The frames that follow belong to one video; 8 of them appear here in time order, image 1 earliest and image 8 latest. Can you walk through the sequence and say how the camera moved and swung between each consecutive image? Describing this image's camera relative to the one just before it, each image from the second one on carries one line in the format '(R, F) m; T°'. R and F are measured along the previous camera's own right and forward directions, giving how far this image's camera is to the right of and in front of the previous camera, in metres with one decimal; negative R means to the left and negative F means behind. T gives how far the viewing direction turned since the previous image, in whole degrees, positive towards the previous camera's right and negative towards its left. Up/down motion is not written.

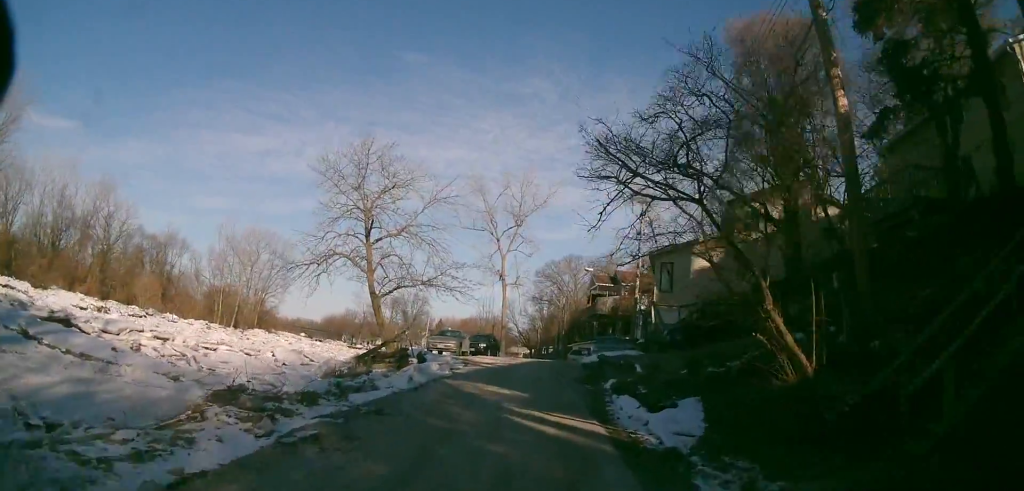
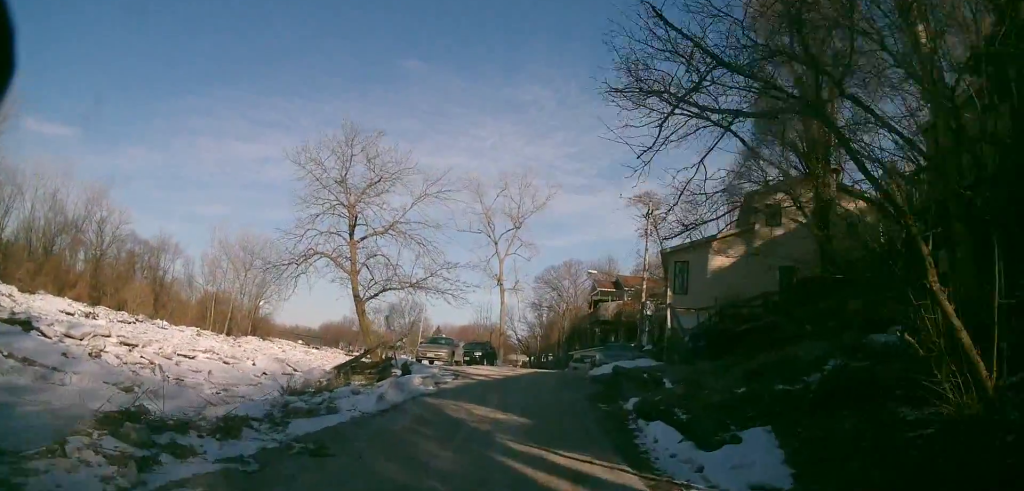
(0.0, +3.3) m; 0°
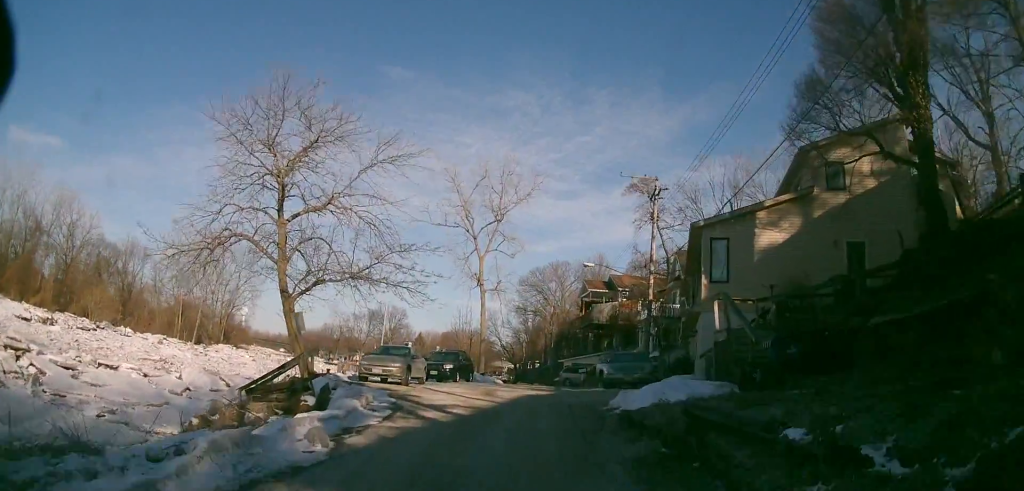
(0.0, +8.3) m; 0°
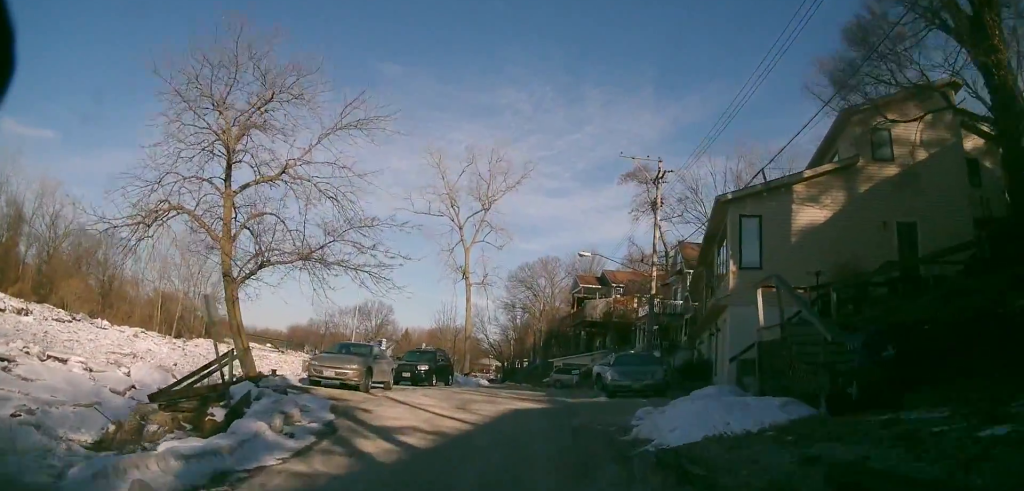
(0.0, +4.3) m; 0°
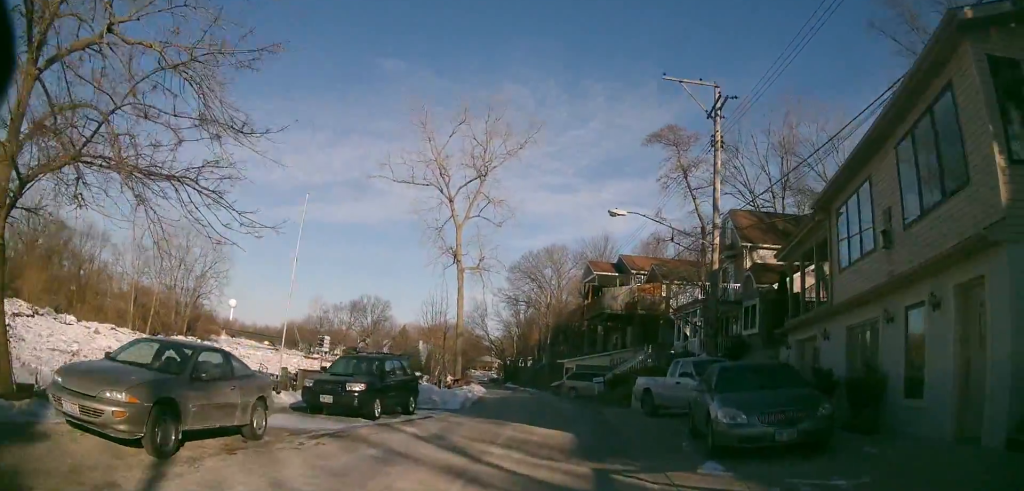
(0.0, +11.5) m; +2°
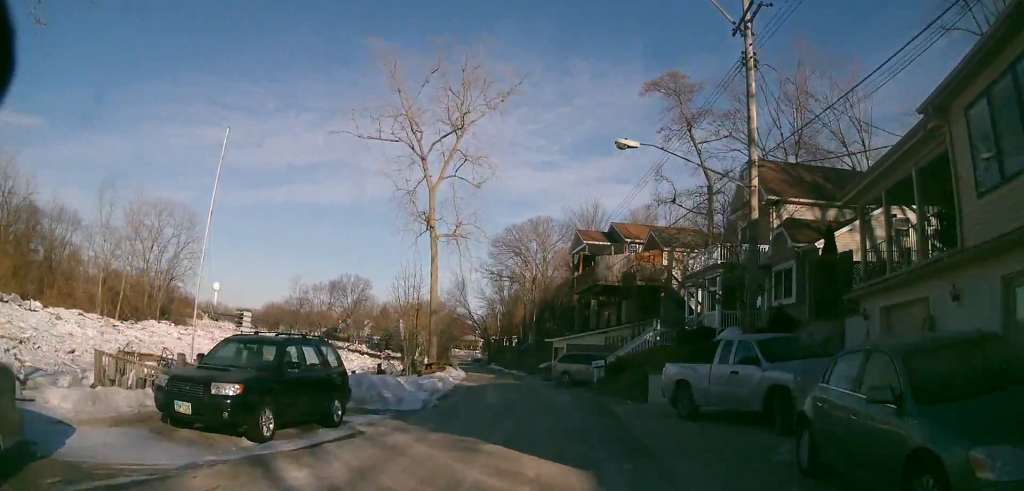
(+0.2, +6.1) m; -2°
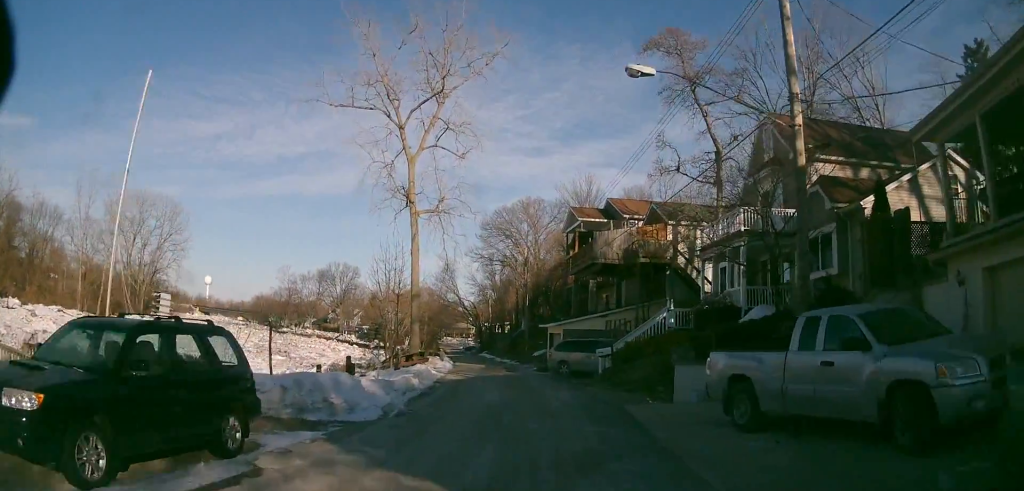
(-0.1, +4.1) m; -1°
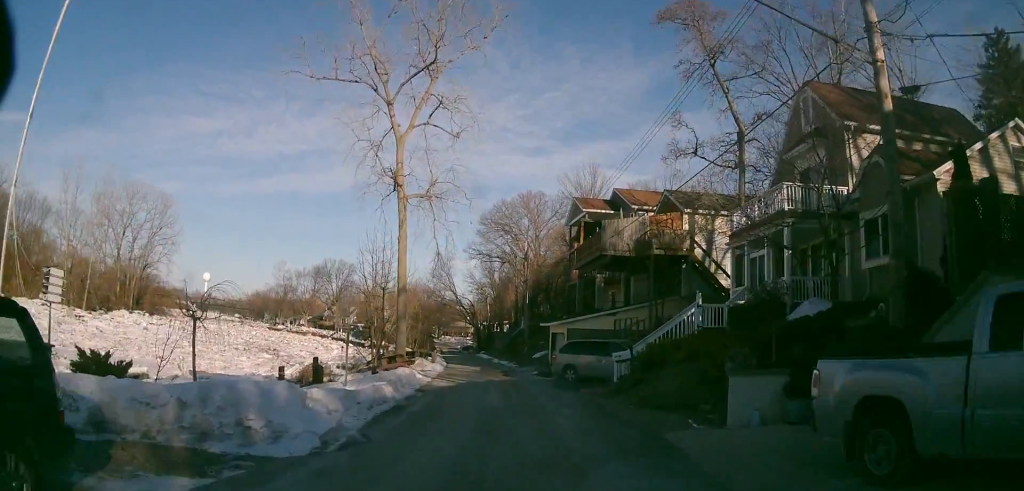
(-0.4, +3.8) m; 0°
